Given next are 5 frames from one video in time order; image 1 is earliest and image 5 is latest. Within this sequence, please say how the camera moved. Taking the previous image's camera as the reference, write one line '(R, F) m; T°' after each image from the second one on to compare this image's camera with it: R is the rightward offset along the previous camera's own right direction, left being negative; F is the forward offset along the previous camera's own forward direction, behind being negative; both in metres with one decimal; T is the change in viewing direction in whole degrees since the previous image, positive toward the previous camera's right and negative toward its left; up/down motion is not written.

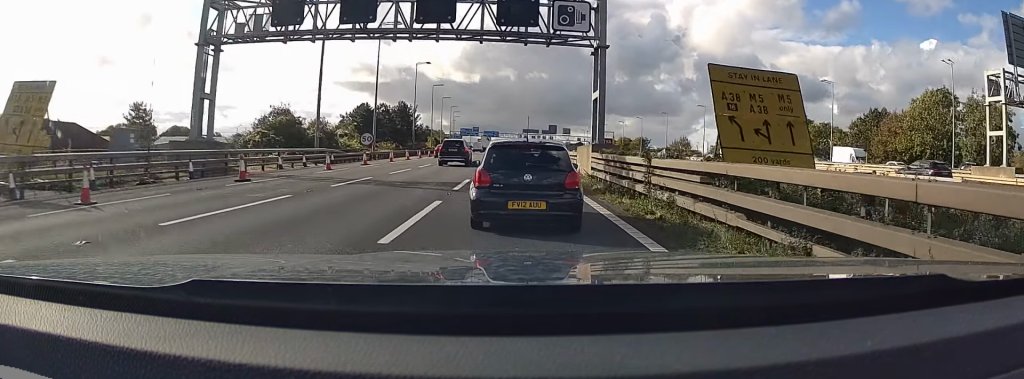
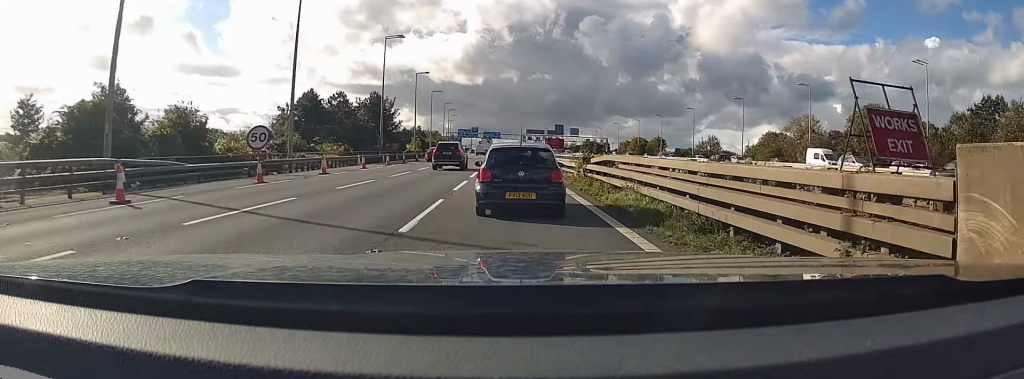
(-0.6, +26.6) m; 0°
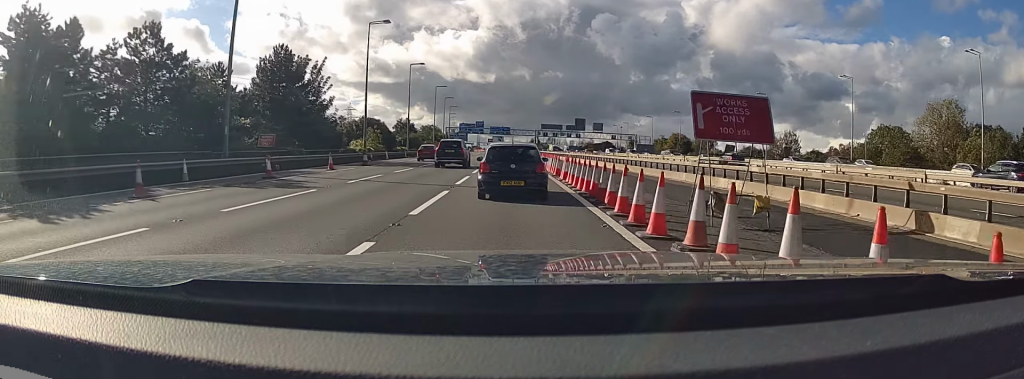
(-0.3, +43.6) m; -2°
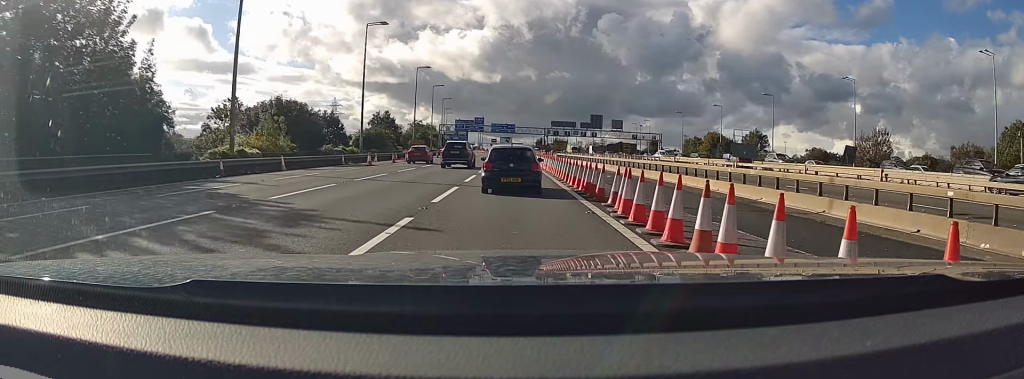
(+0.2, +33.4) m; 0°
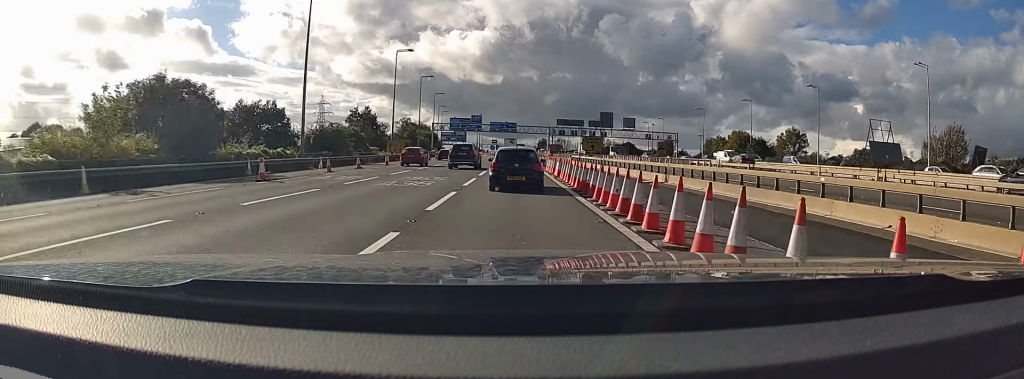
(-0.4, +19.4) m; 0°
